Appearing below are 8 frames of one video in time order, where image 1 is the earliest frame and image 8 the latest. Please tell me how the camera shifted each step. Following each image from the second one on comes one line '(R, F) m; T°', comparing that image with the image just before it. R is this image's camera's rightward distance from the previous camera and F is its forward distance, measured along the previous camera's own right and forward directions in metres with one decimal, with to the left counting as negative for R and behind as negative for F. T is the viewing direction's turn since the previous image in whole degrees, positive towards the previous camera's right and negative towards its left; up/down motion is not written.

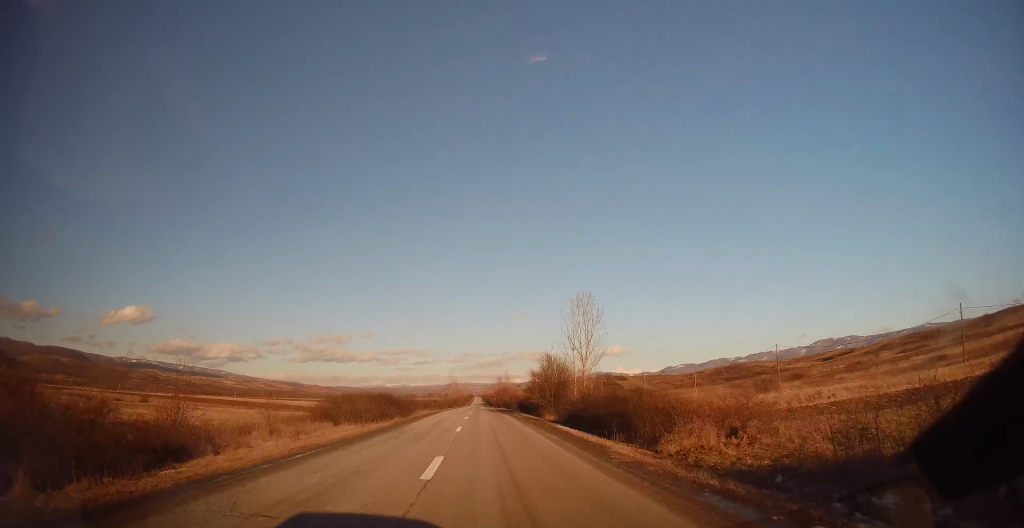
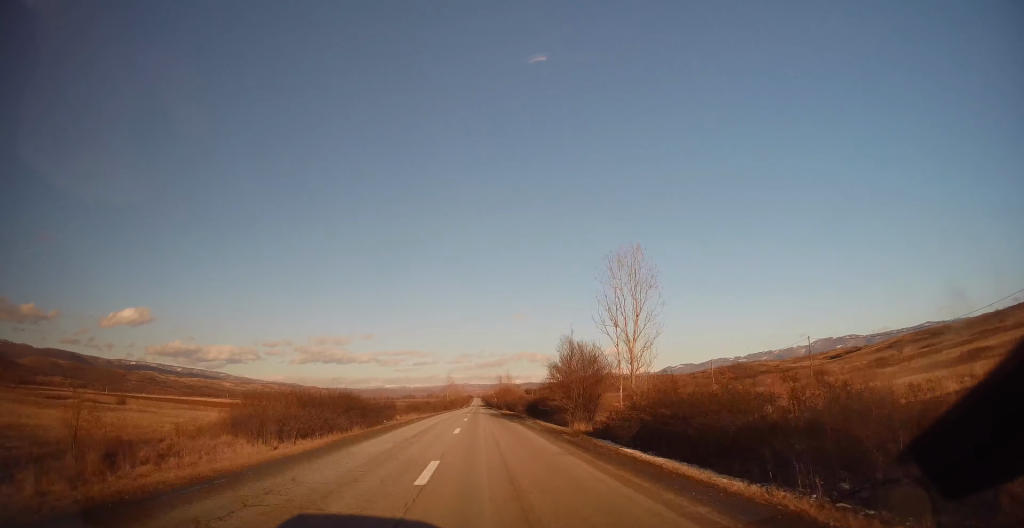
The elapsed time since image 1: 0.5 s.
(+0.3, +11.8) m; 0°
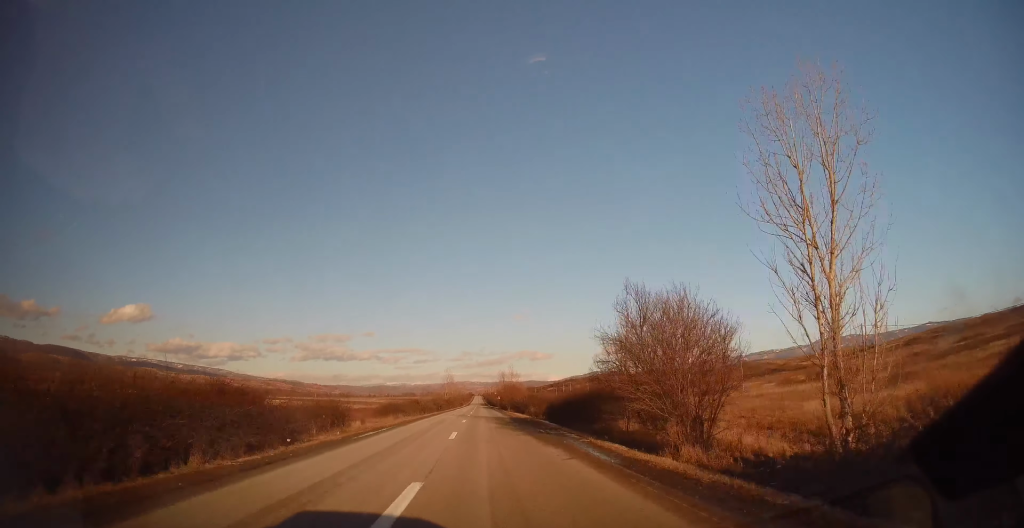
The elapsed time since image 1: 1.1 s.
(-0.4, +14.9) m; -1°
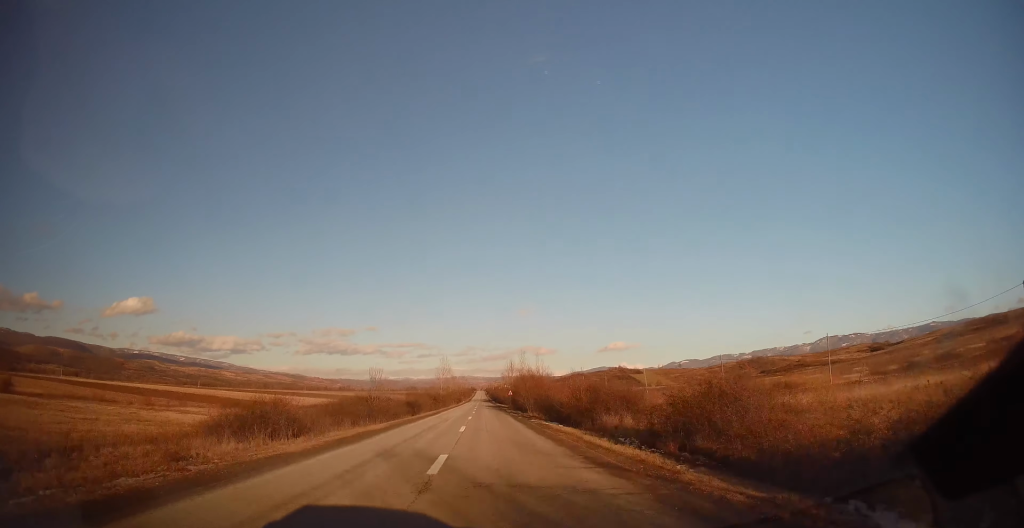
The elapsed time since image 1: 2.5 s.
(-0.2, +31.4) m; +1°
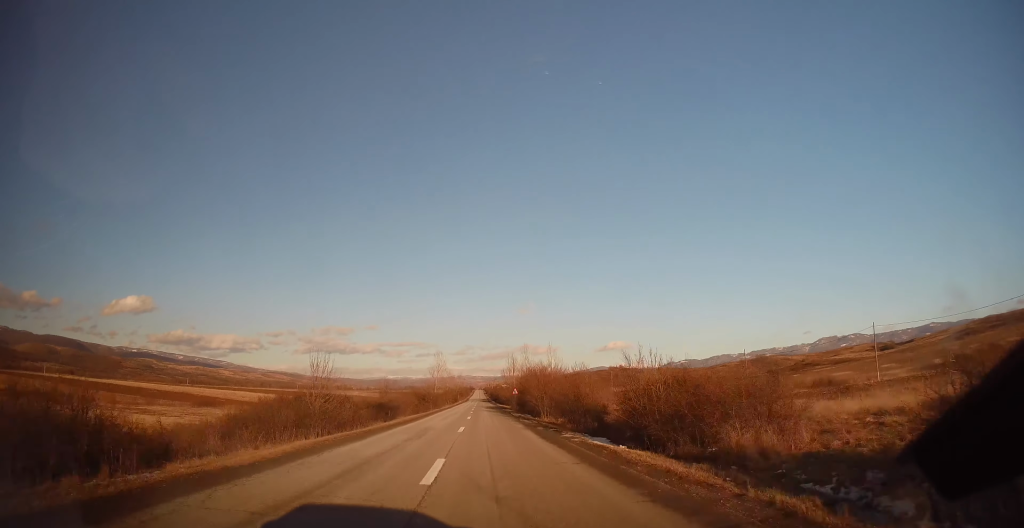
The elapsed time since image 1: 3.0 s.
(+0.1, +12.5) m; 0°
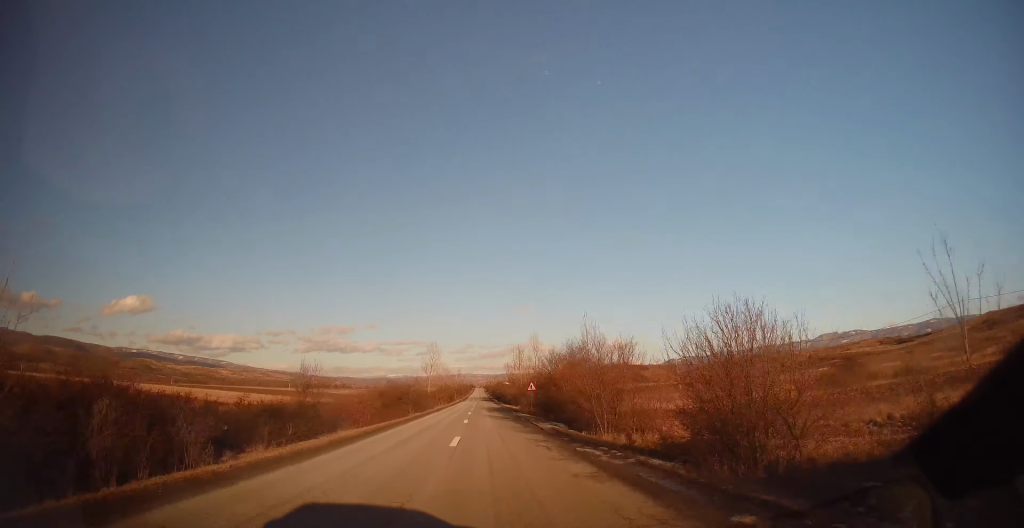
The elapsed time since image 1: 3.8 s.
(+0.1, +18.0) m; 0°
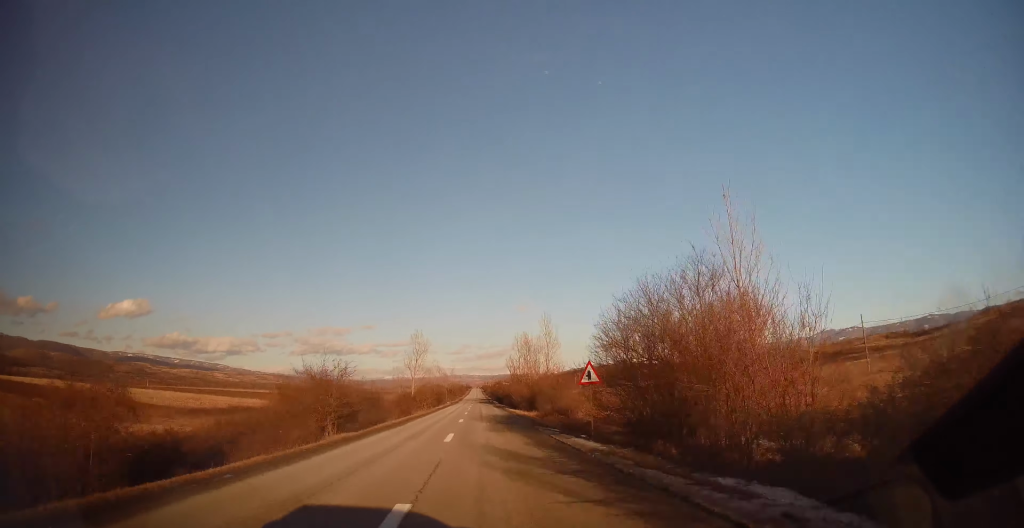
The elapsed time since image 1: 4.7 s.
(-0.2, +21.8) m; -1°
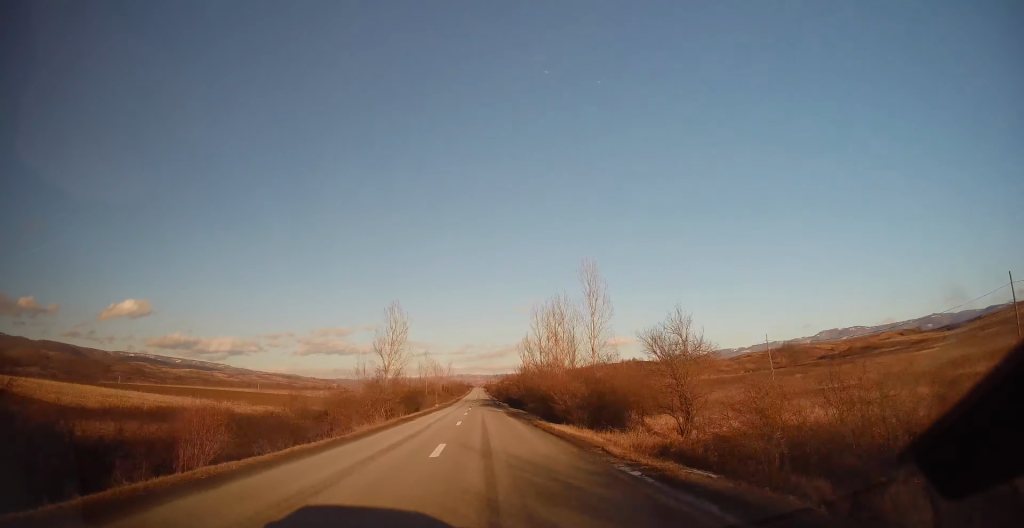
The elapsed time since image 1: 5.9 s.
(+0.1, +27.9) m; +1°
